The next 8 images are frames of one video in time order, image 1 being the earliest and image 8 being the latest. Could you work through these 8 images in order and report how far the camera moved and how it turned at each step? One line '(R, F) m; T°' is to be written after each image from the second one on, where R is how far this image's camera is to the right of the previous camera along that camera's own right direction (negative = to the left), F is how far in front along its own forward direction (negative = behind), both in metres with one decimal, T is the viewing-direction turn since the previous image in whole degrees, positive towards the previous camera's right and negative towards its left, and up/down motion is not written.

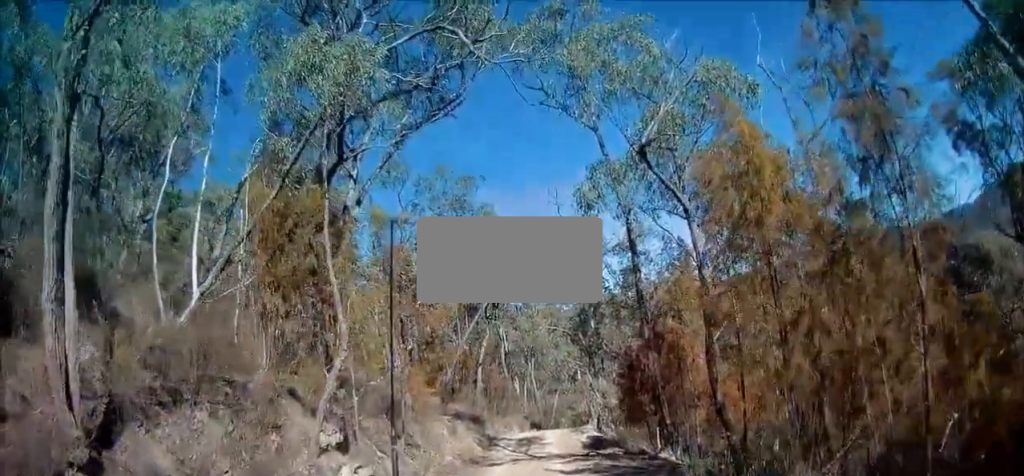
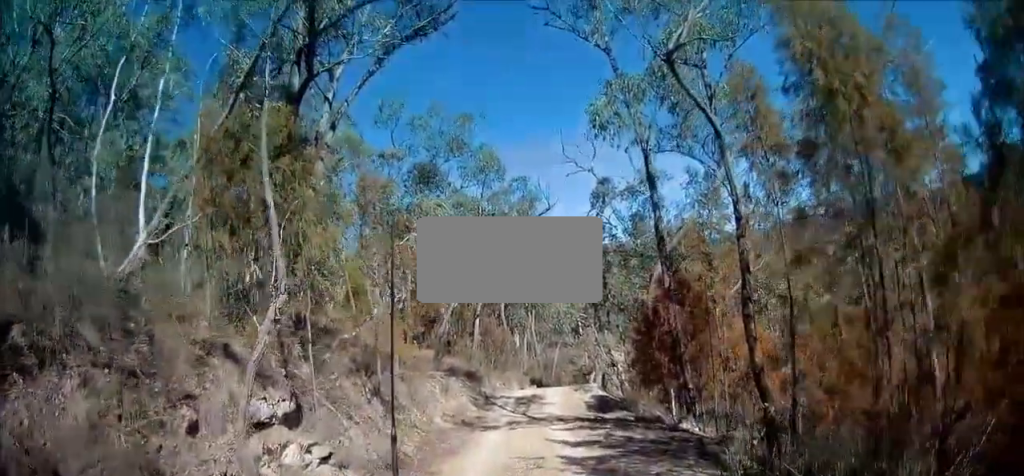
(0.0, +2.3) m; -2°
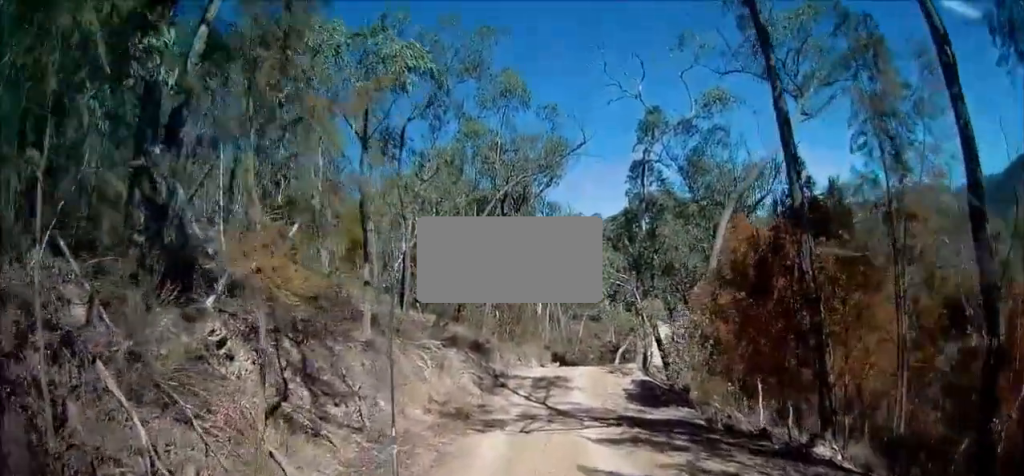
(-0.2, +5.4) m; -3°
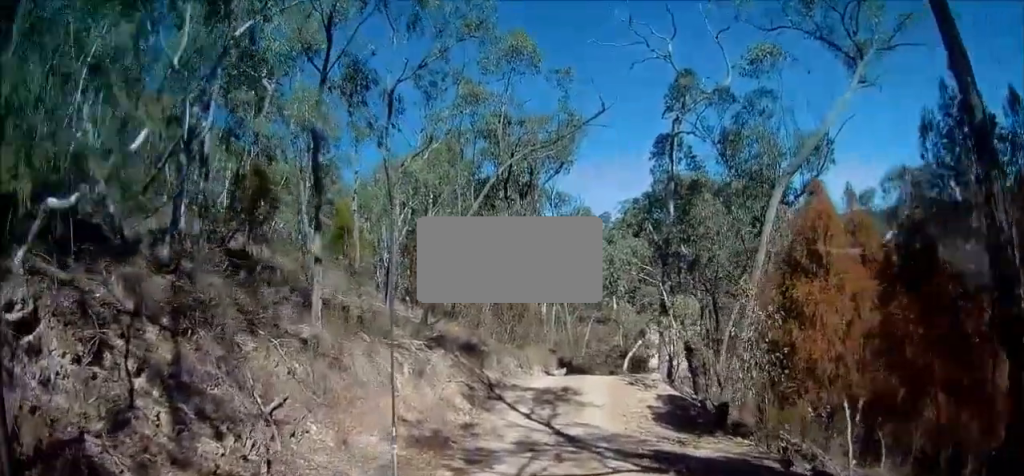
(0.0, +3.3) m; 0°
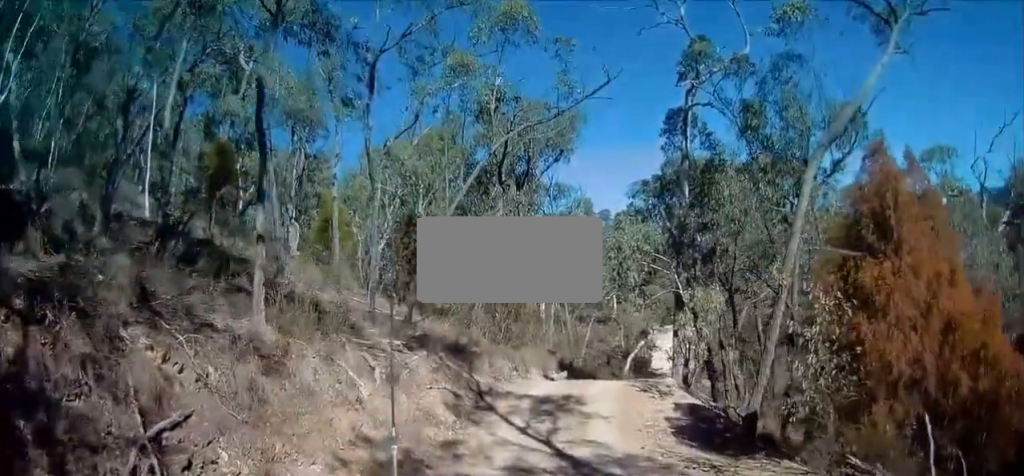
(0.0, +2.0) m; 0°
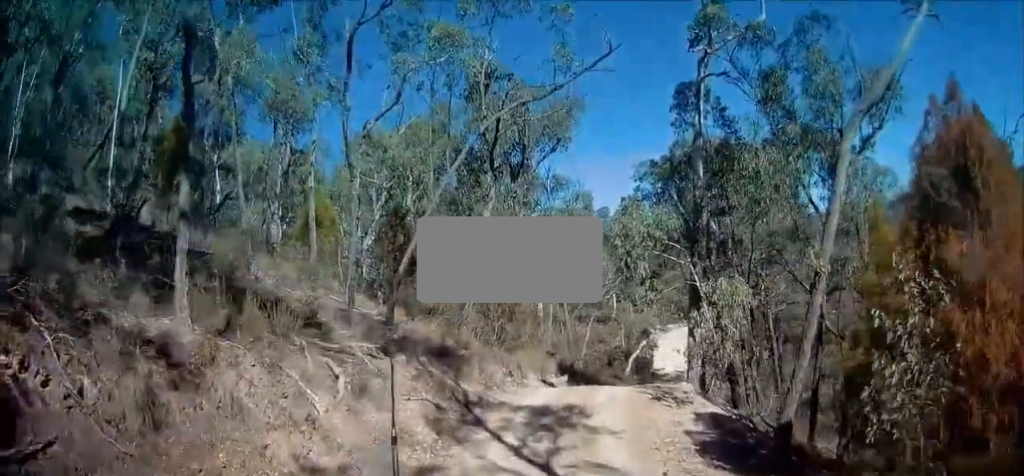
(0.0, +1.7) m; +1°
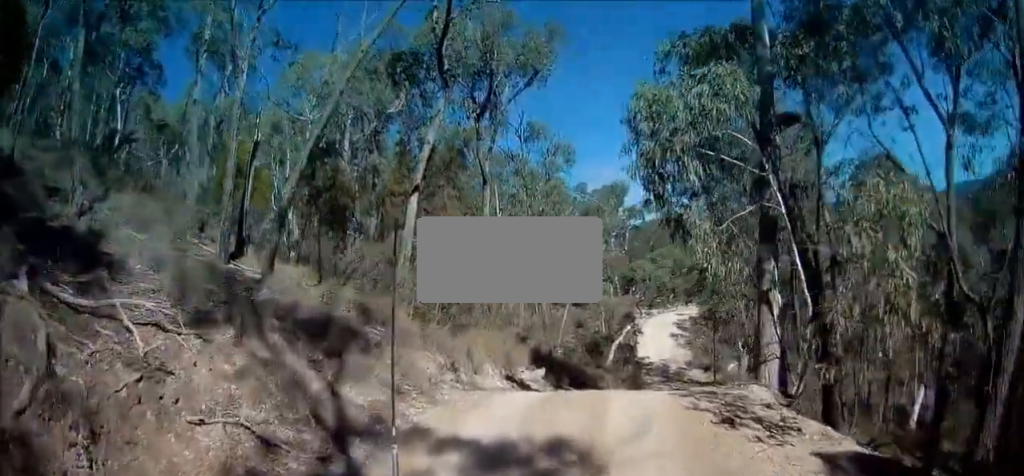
(+0.2, +5.2) m; +4°
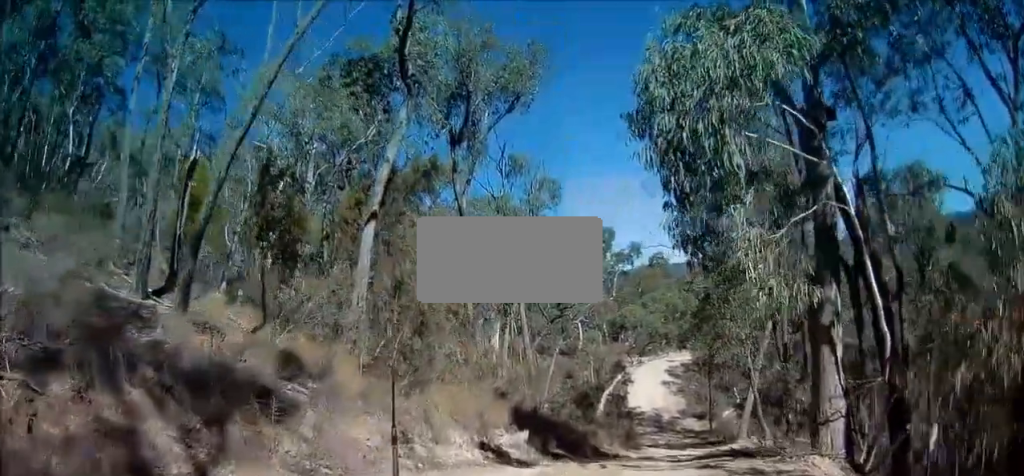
(0.0, +1.8) m; +1°
